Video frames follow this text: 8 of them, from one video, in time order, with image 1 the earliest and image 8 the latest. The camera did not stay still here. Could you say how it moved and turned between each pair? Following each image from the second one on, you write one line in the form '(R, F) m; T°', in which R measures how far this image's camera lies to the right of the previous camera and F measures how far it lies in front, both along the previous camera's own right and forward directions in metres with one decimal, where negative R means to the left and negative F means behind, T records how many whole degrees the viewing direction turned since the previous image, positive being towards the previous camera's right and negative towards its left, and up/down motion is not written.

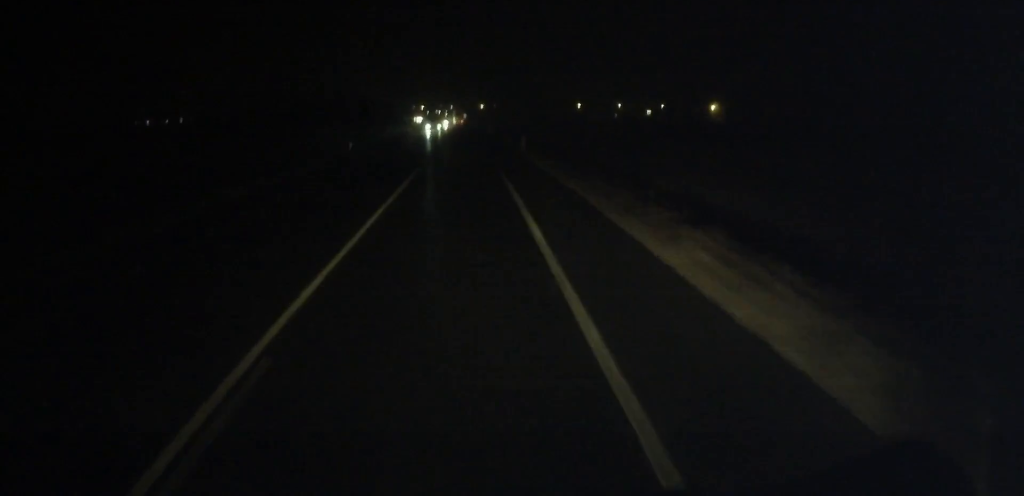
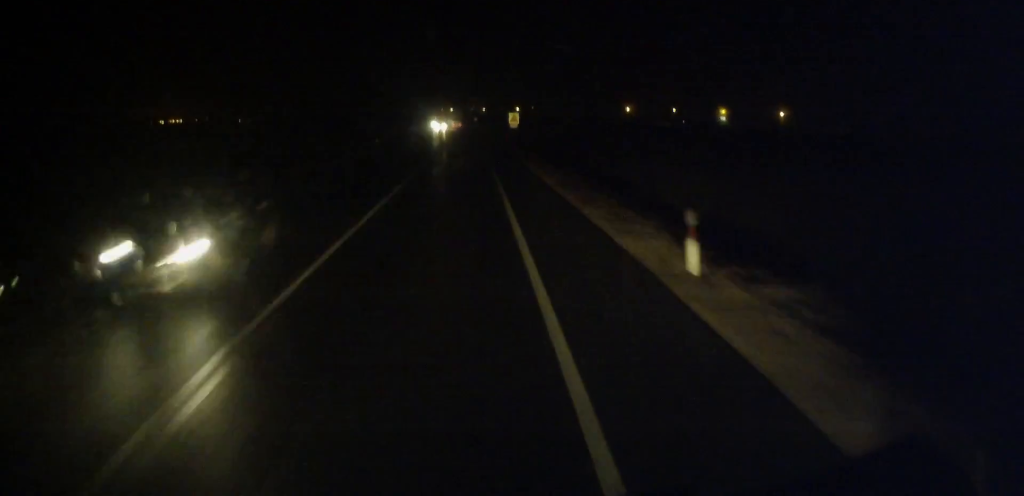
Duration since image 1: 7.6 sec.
(-4.1, +184.2) m; -3°
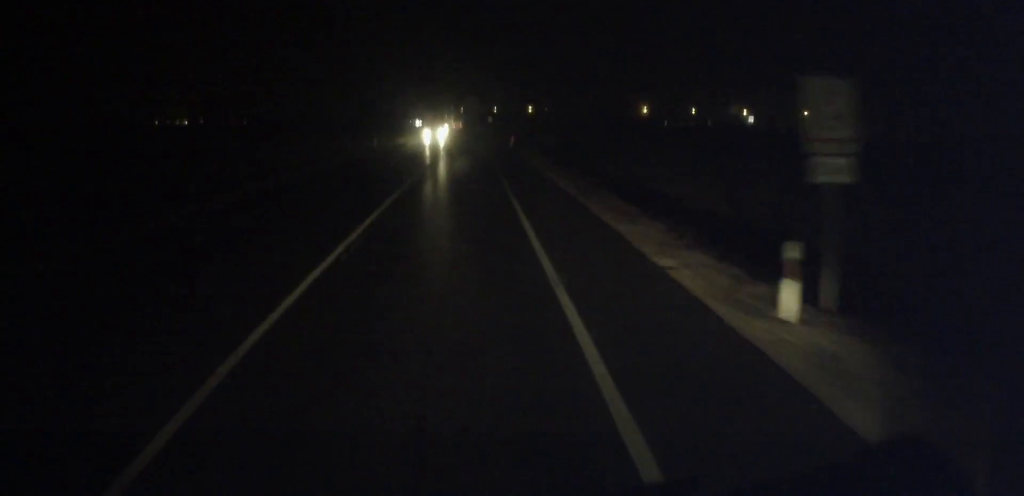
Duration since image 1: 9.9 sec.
(-0.5, +56.4) m; -1°
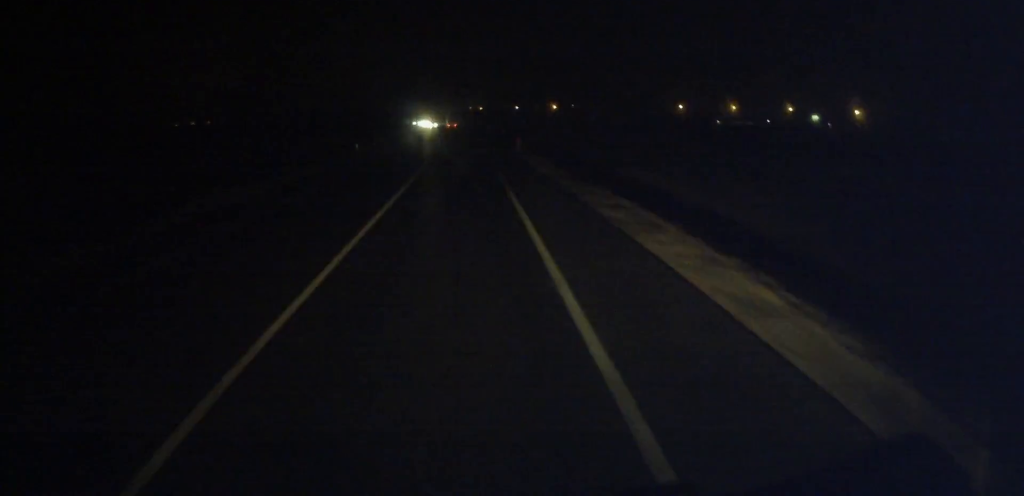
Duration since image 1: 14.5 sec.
(-1.9, +112.9) m; -2°
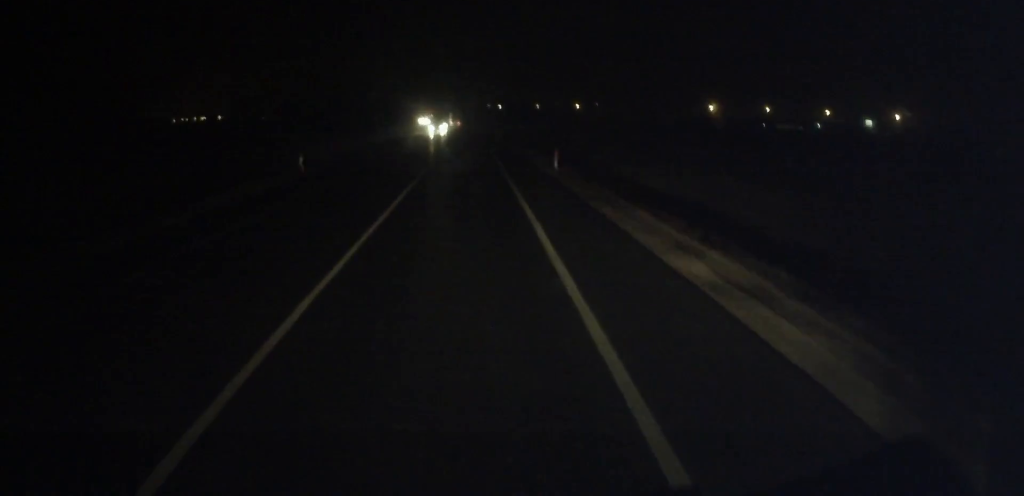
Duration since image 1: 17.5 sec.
(-1.2, +68.6) m; -1°
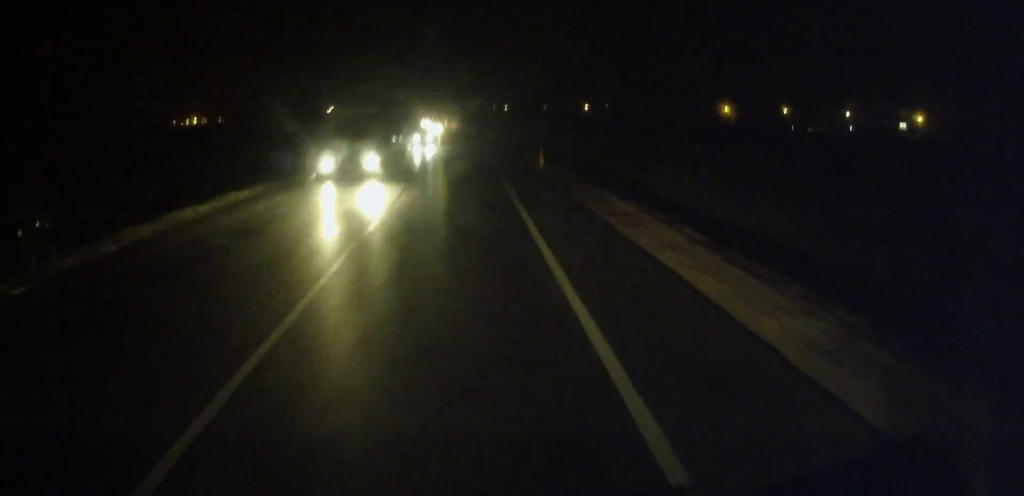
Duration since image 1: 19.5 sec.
(-0.4, +47.0) m; -1°
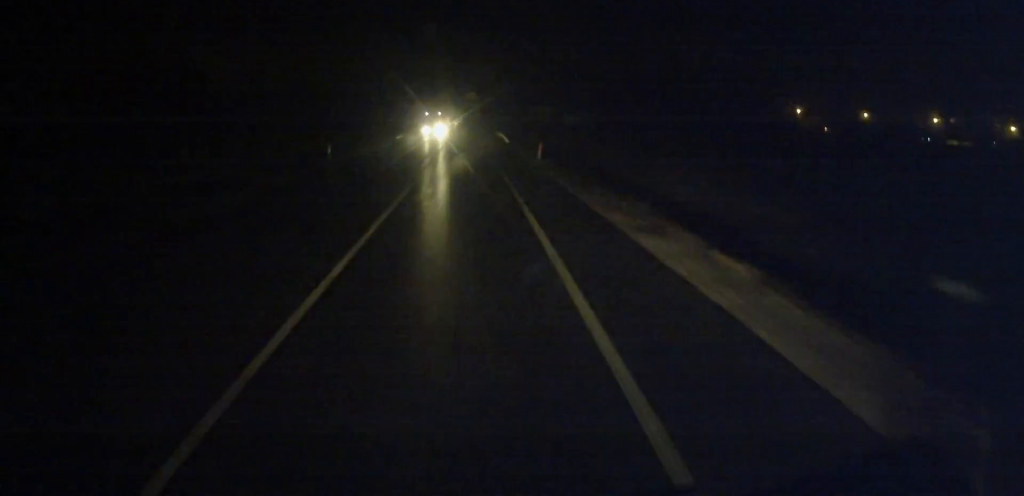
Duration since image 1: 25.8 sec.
(-3.7, +146.2) m; -3°
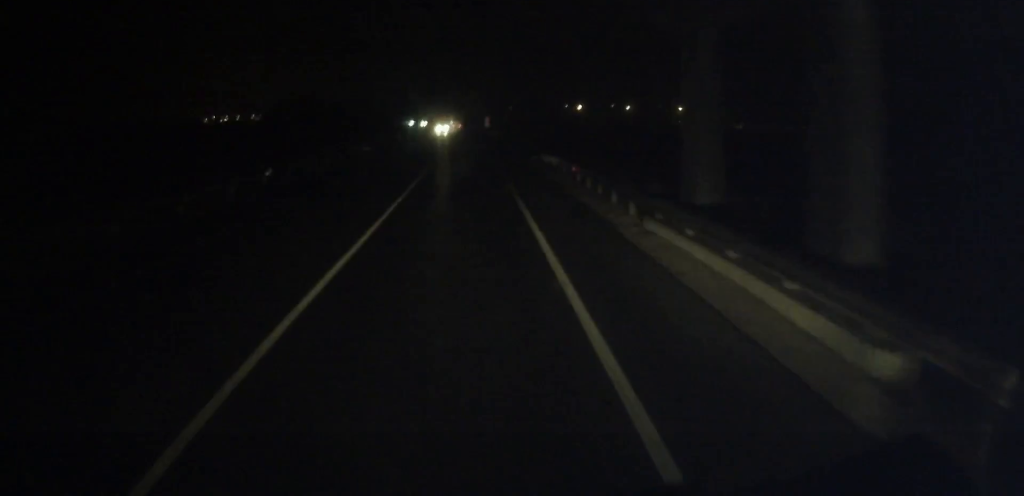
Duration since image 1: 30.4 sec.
(-1.7, +104.9) m; -2°
